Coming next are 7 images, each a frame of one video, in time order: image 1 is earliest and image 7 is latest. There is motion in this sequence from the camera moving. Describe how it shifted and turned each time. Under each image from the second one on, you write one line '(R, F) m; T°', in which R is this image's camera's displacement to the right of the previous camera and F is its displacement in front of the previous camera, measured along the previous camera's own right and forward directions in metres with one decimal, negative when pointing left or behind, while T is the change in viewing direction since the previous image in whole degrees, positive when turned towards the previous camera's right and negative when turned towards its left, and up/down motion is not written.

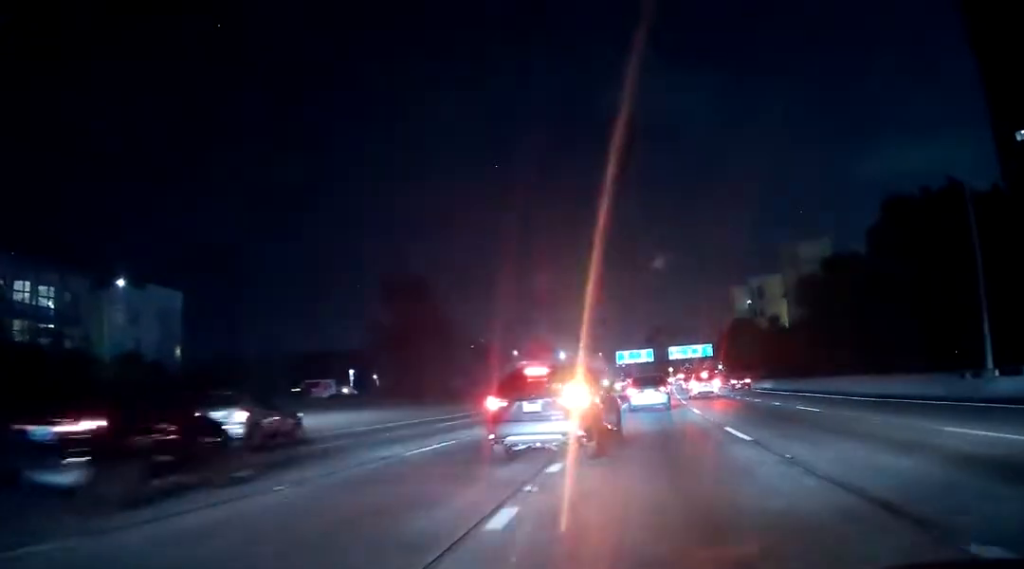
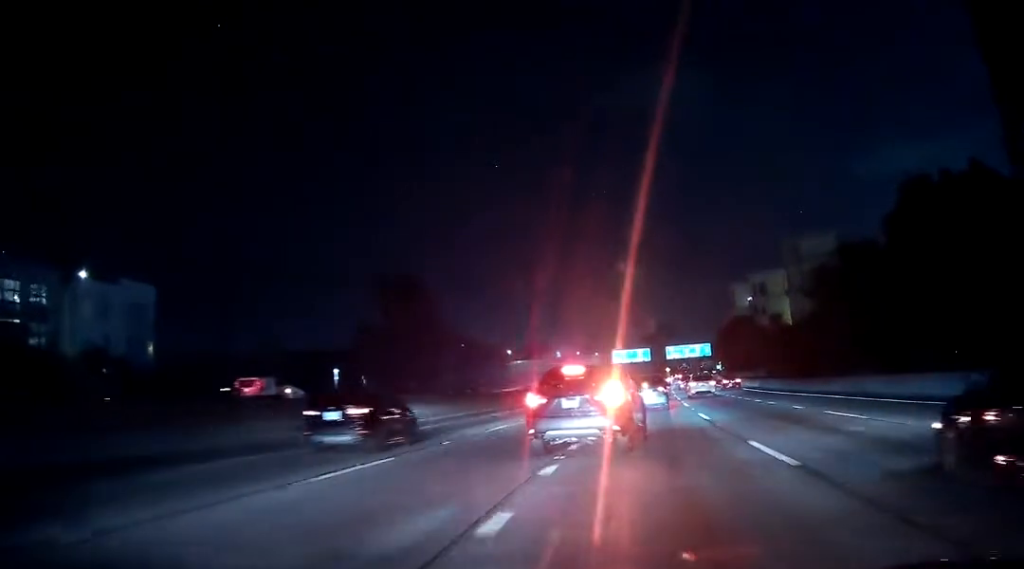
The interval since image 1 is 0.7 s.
(0.0, +4.9) m; 0°
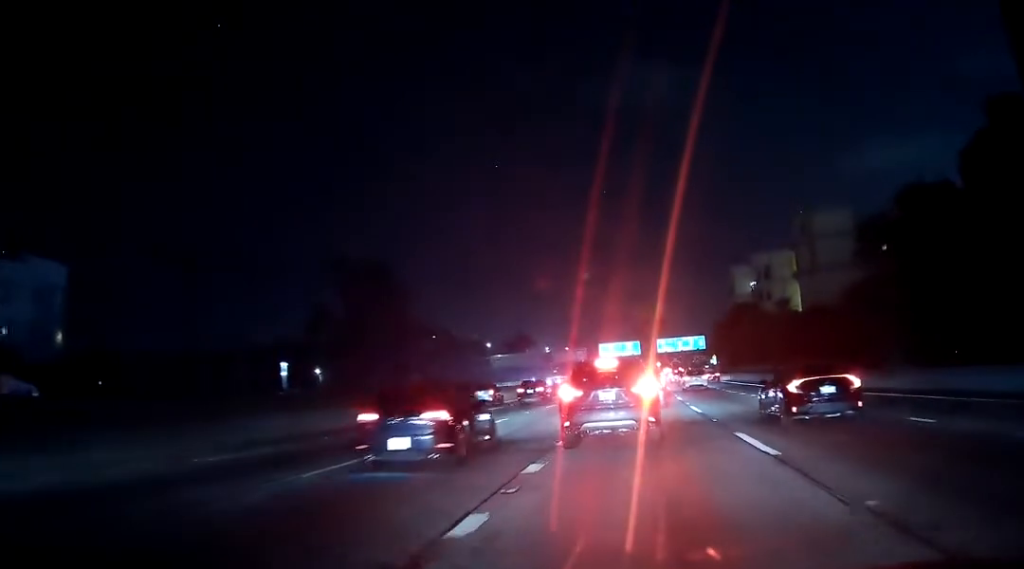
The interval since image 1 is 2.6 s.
(-0.1, +13.9) m; +1°
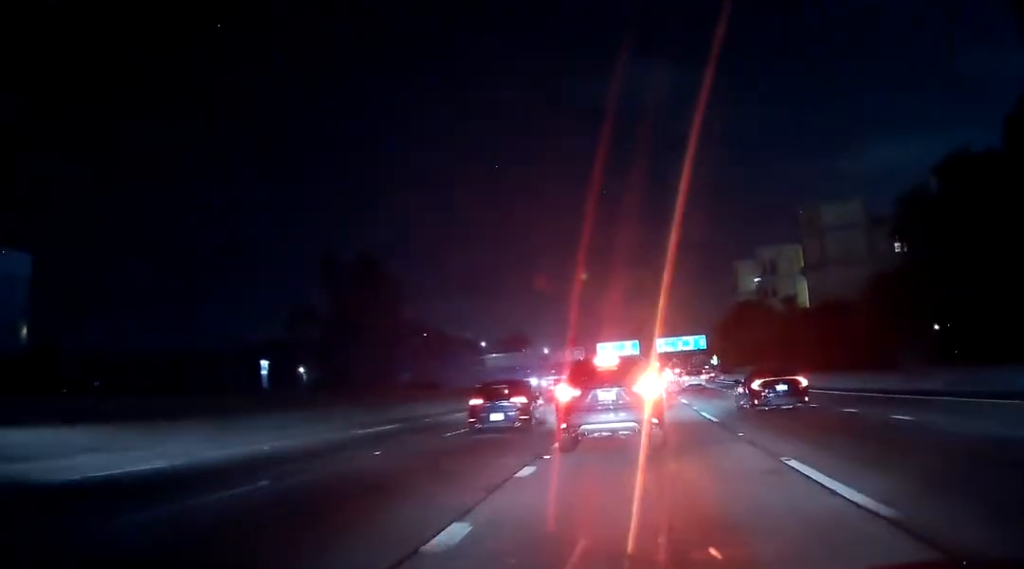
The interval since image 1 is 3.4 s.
(+0.2, +4.9) m; 0°
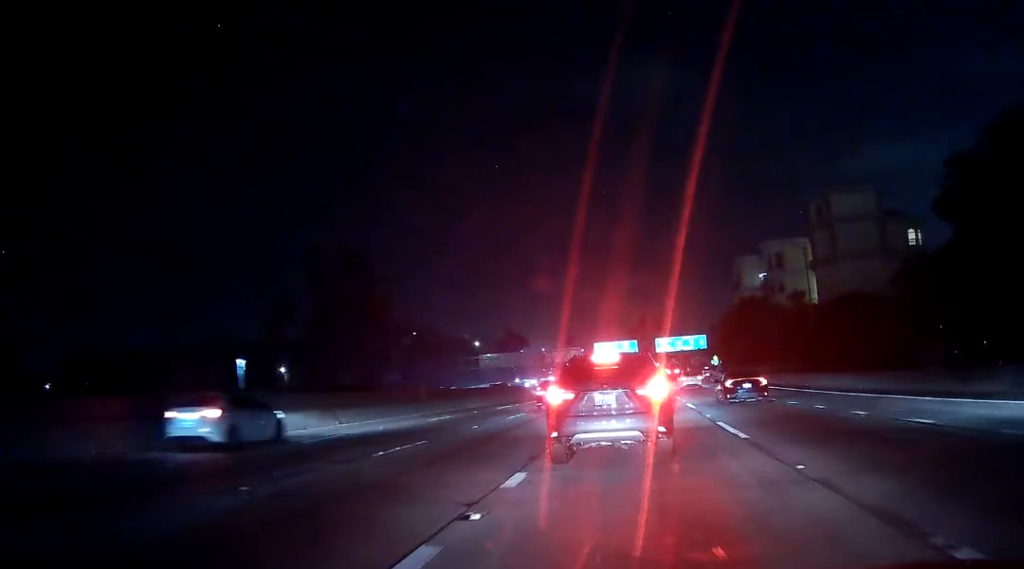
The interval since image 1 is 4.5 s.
(-0.2, +5.4) m; -1°
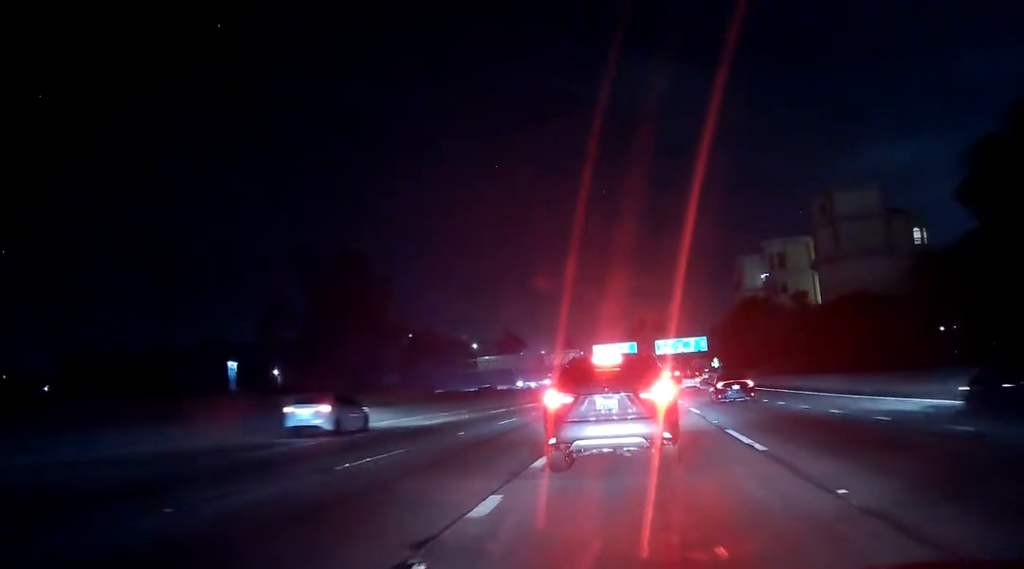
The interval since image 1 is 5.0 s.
(+0.1, +1.9) m; +1°
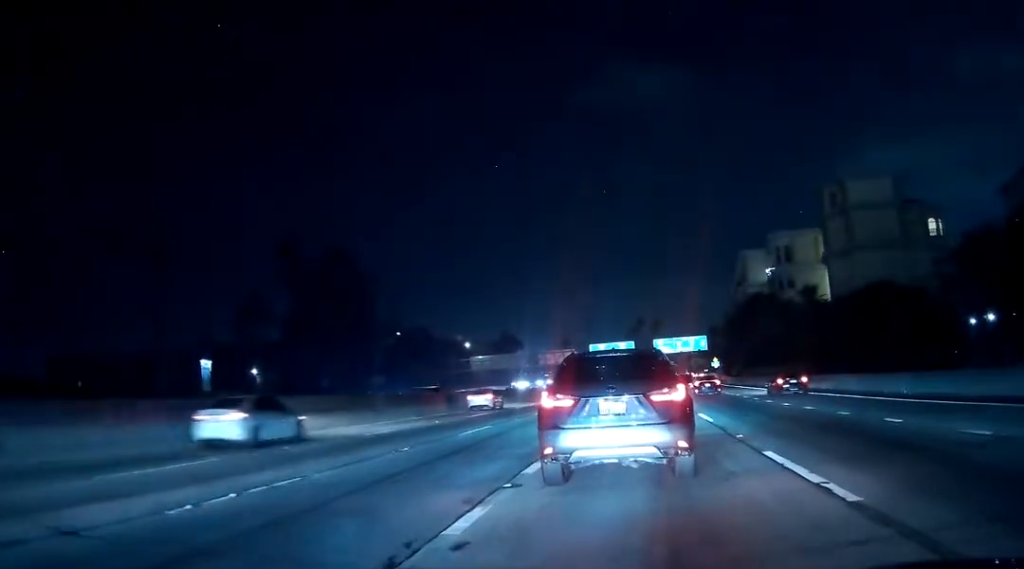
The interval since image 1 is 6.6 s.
(+0.1, +5.0) m; +2°
